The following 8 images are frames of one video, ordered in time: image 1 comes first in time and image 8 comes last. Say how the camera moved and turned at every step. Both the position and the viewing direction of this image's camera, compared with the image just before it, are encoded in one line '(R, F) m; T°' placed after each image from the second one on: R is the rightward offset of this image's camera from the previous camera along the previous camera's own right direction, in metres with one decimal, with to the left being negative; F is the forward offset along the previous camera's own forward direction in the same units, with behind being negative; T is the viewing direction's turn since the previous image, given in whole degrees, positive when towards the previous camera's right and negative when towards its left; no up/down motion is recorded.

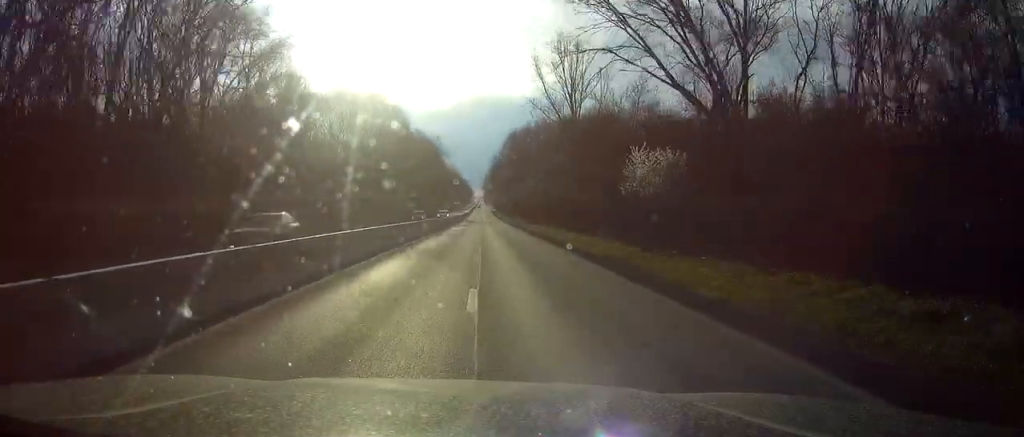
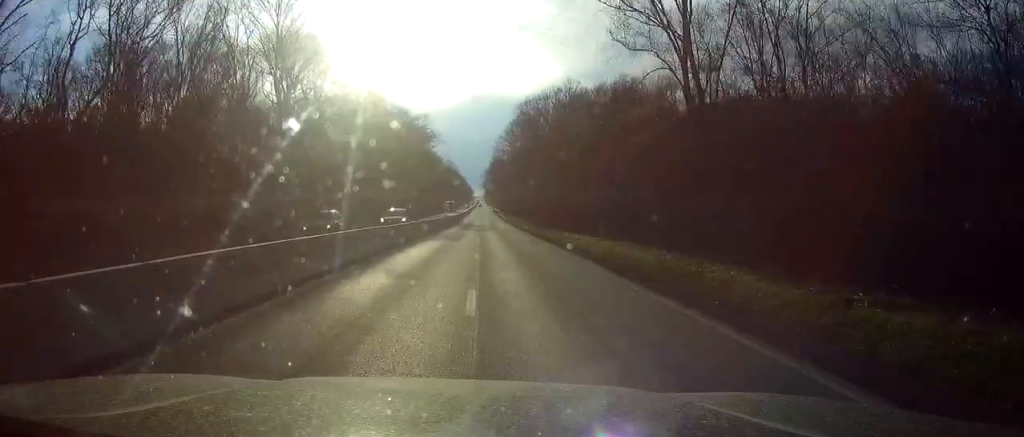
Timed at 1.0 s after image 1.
(0.0, +36.2) m; 0°
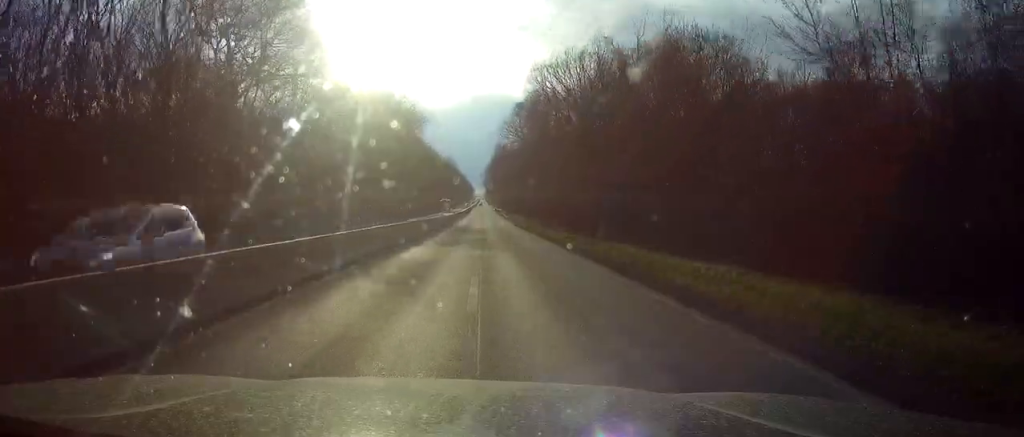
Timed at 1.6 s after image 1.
(0.0, +22.5) m; 0°
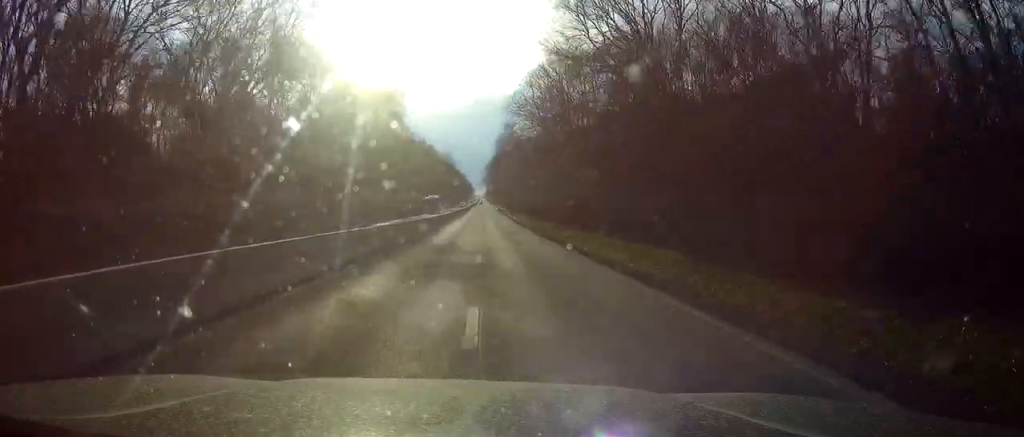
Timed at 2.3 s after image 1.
(-0.1, +27.8) m; 0°
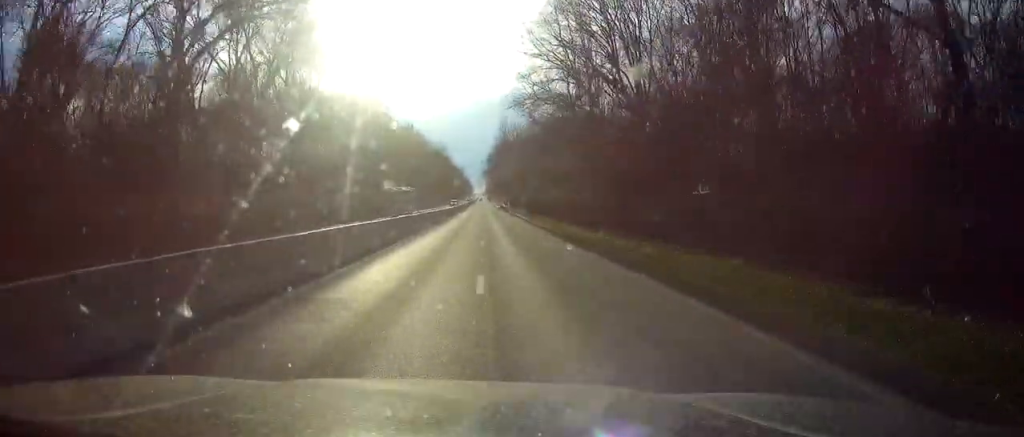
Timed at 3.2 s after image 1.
(-0.1, +32.0) m; 0°
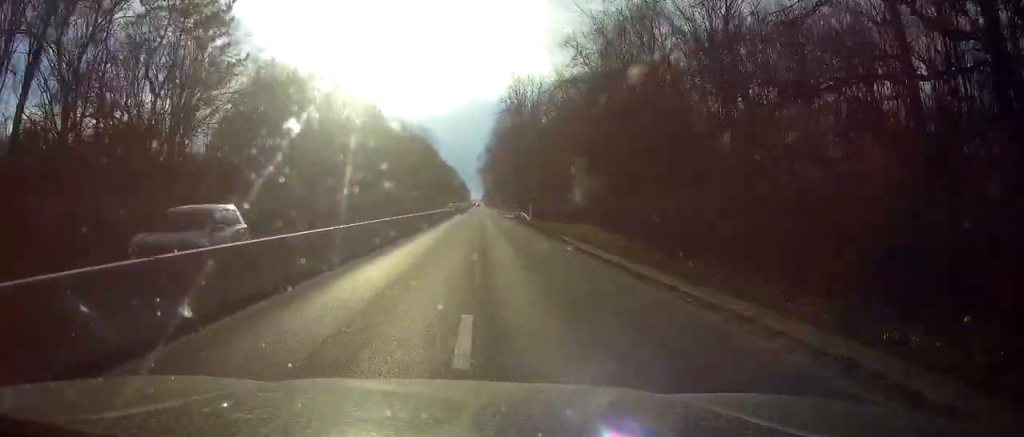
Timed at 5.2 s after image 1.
(+0.2, +77.5) m; 0°
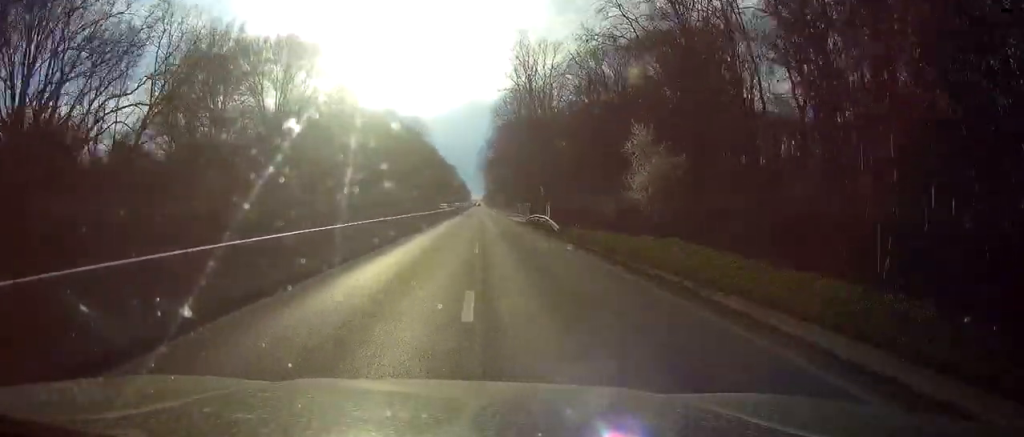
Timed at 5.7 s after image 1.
(-0.1, +21.9) m; 0°
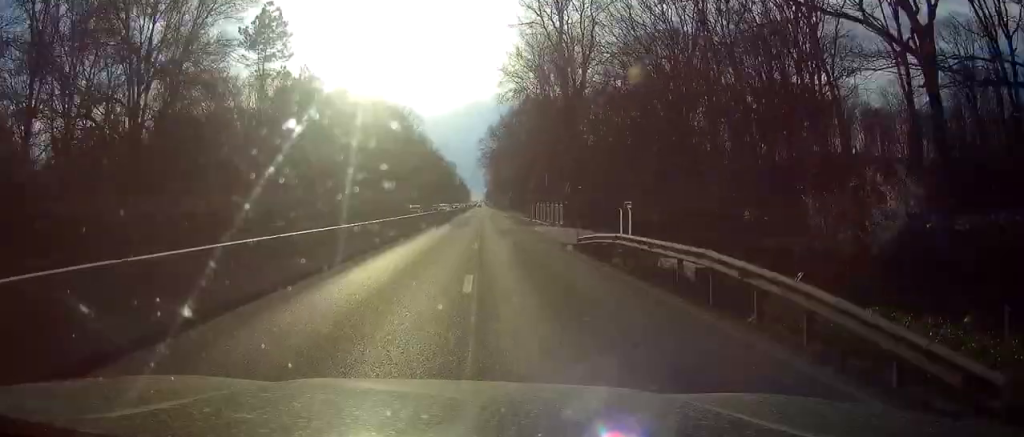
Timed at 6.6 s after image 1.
(0.0, +33.2) m; 0°
